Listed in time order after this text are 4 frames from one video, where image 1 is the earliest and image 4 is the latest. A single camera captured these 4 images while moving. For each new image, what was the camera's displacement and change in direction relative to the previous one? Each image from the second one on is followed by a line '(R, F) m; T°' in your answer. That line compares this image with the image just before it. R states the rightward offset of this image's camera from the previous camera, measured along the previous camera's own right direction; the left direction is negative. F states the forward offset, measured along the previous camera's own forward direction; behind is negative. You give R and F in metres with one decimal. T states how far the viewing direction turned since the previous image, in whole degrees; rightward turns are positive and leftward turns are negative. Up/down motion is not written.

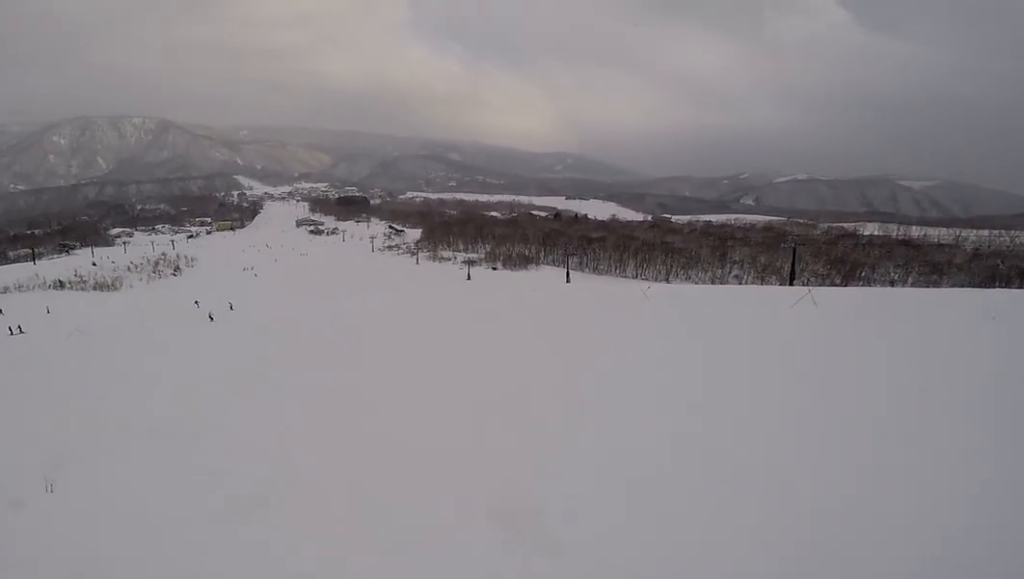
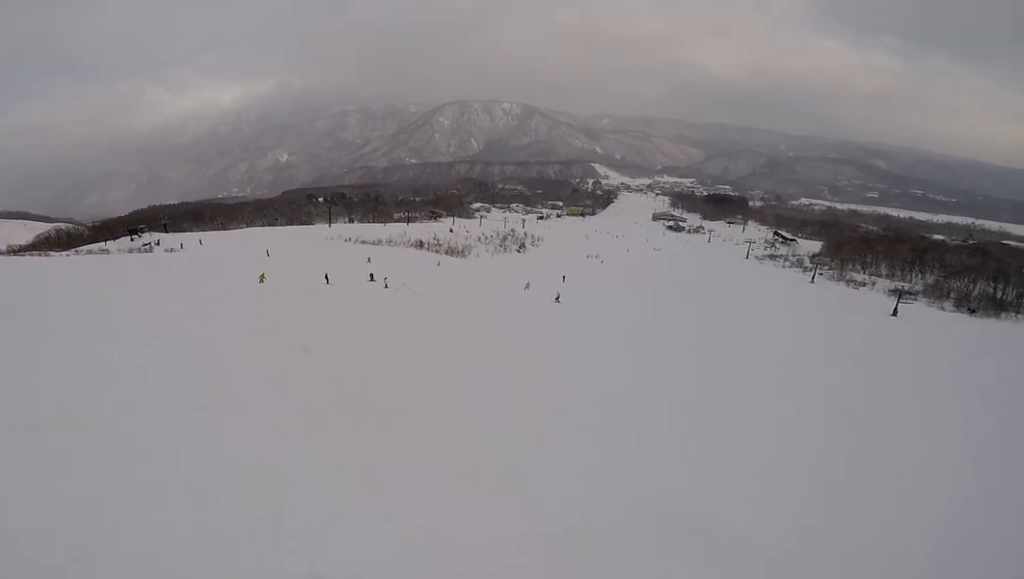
(-5.0, +8.1) m; -52°
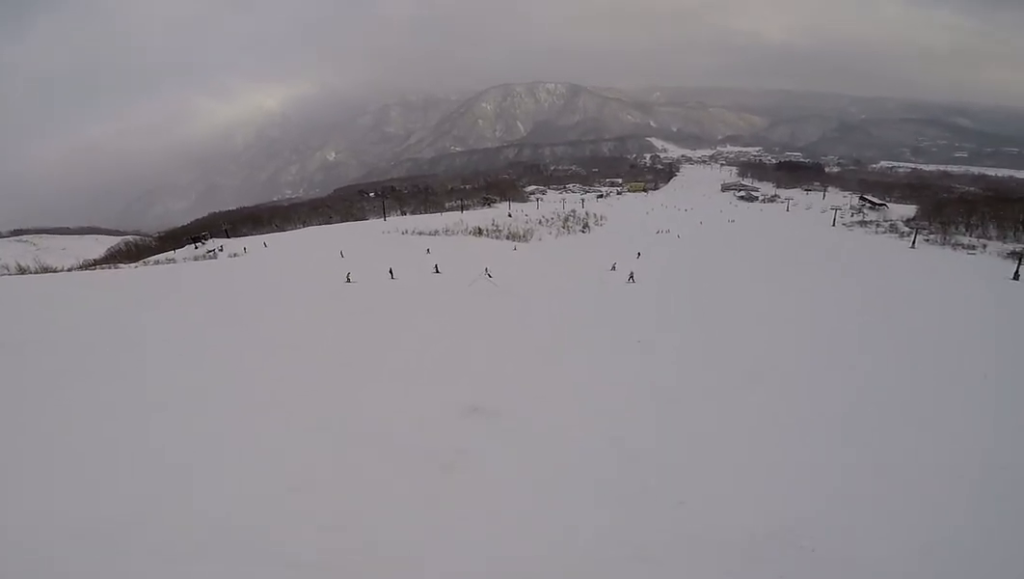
(0.0, +3.4) m; +1°
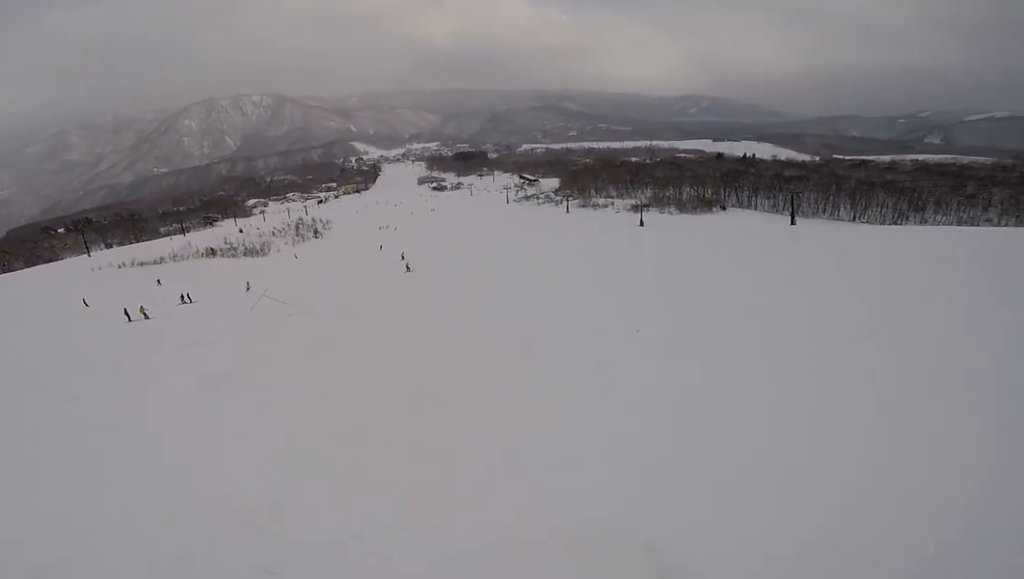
(+1.7, +6.6) m; +49°
